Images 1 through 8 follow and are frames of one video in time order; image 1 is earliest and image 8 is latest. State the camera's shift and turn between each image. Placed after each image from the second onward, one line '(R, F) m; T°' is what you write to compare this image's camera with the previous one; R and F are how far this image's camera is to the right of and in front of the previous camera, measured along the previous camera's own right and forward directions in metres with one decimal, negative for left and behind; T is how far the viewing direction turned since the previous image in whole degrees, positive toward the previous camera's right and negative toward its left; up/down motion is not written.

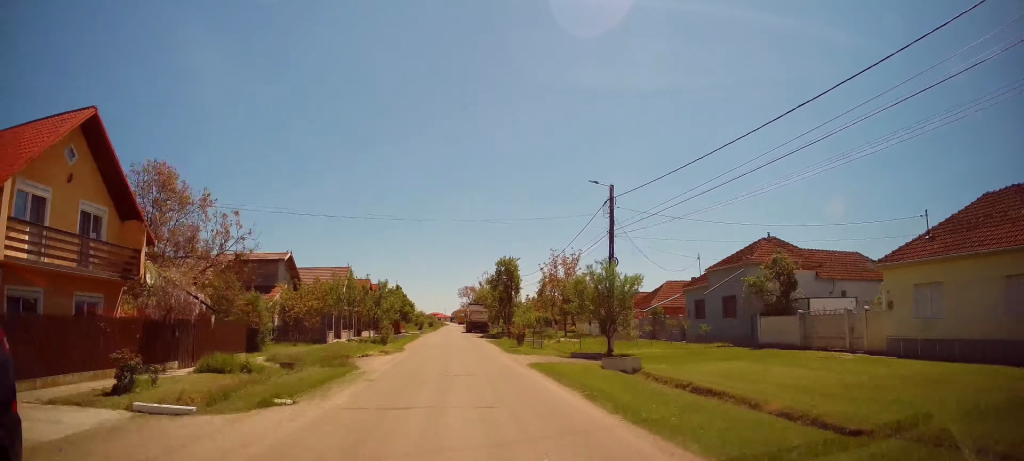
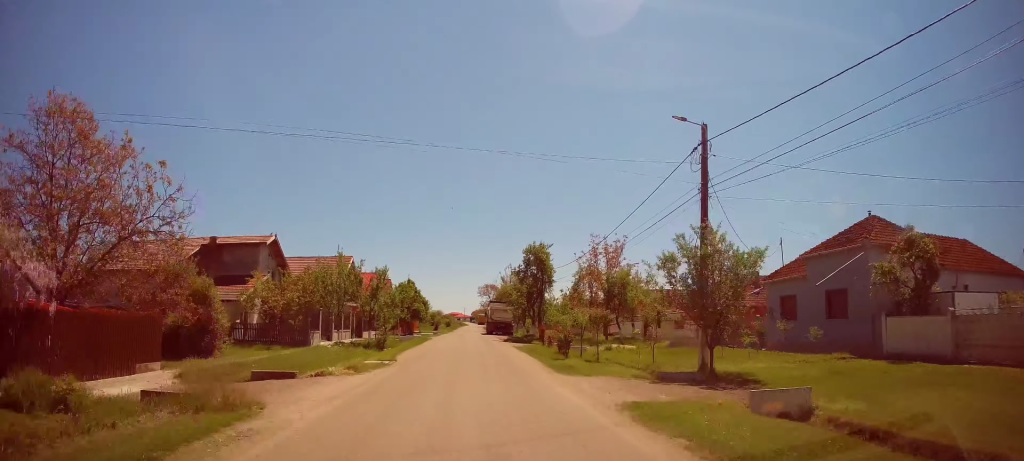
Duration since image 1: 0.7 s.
(-0.1, +9.1) m; -2°
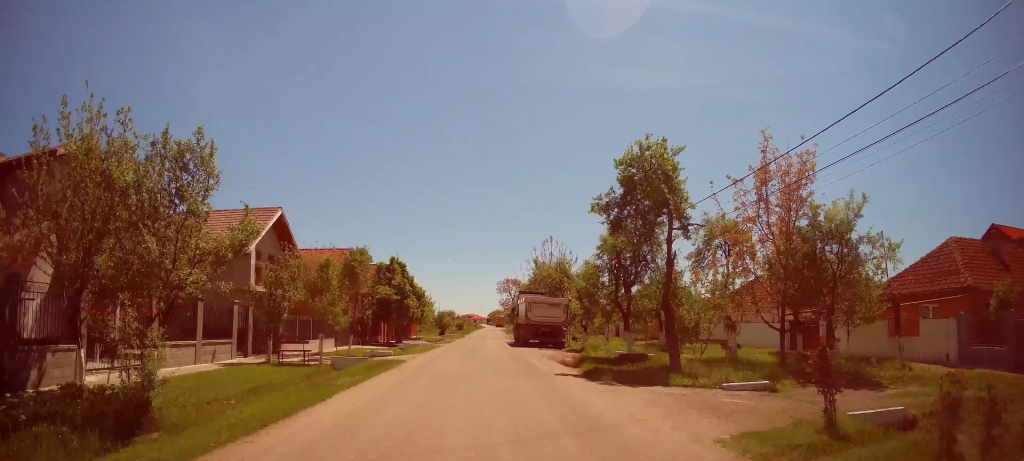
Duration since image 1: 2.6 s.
(-0.9, +23.1) m; -2°
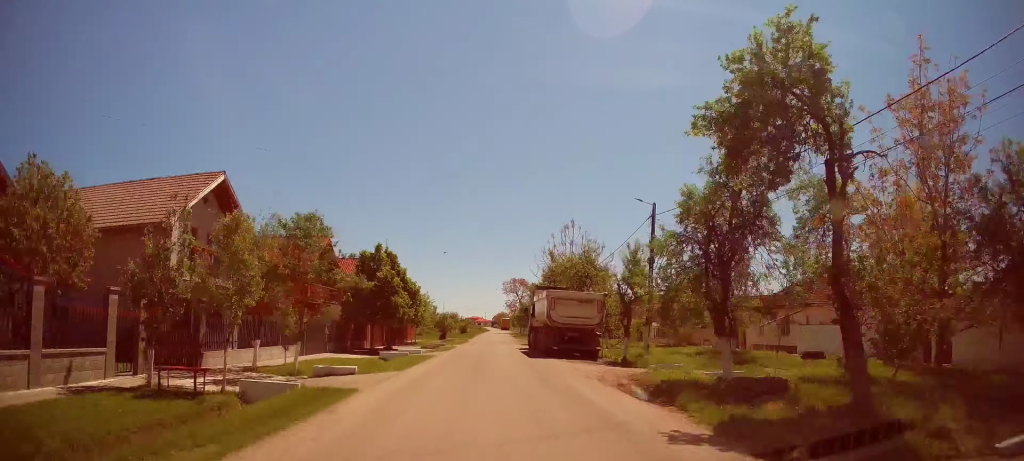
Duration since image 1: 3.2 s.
(0.0, +7.6) m; +1°
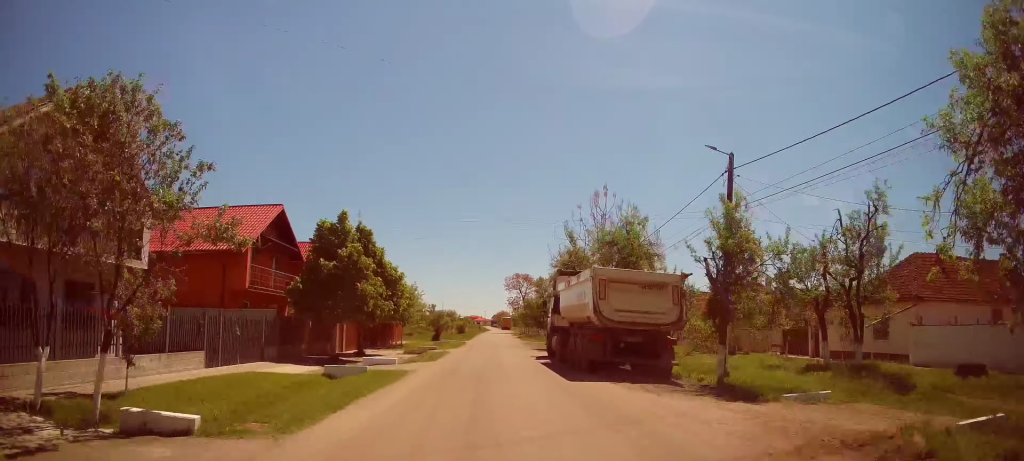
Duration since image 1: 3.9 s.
(+0.1, +9.0) m; +1°
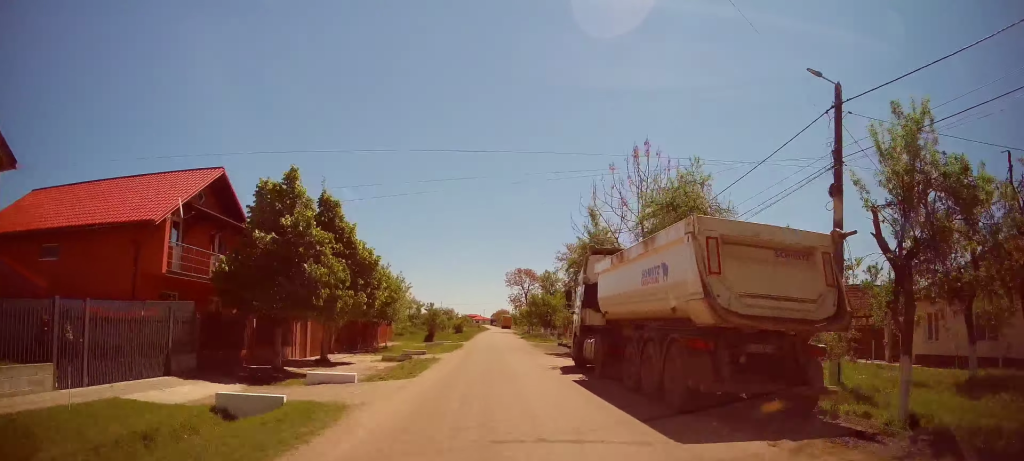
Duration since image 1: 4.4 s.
(0.0, +7.0) m; 0°
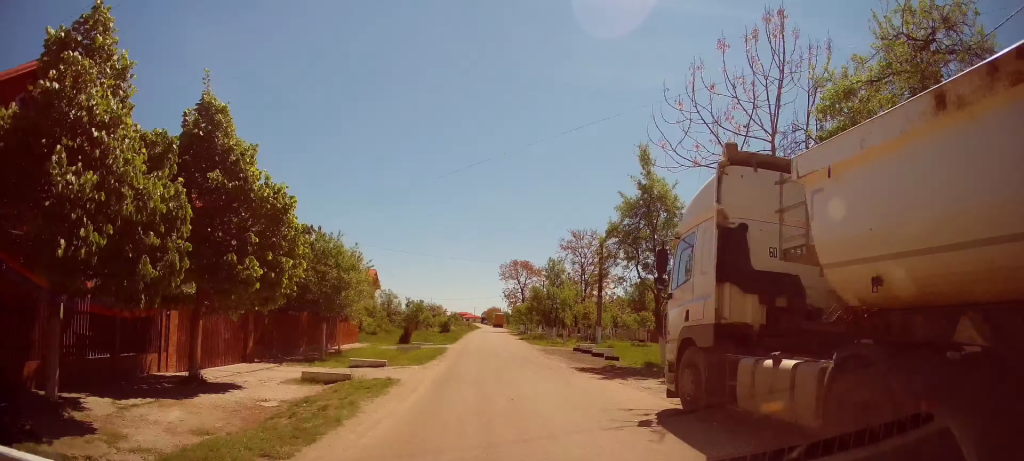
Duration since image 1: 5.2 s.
(0.0, +10.3) m; 0°
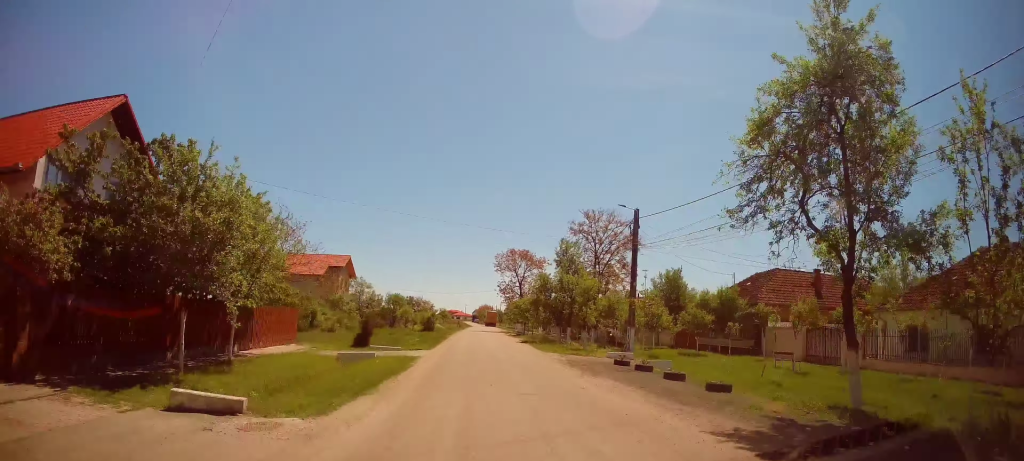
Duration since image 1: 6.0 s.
(0.0, +11.0) m; -1°
